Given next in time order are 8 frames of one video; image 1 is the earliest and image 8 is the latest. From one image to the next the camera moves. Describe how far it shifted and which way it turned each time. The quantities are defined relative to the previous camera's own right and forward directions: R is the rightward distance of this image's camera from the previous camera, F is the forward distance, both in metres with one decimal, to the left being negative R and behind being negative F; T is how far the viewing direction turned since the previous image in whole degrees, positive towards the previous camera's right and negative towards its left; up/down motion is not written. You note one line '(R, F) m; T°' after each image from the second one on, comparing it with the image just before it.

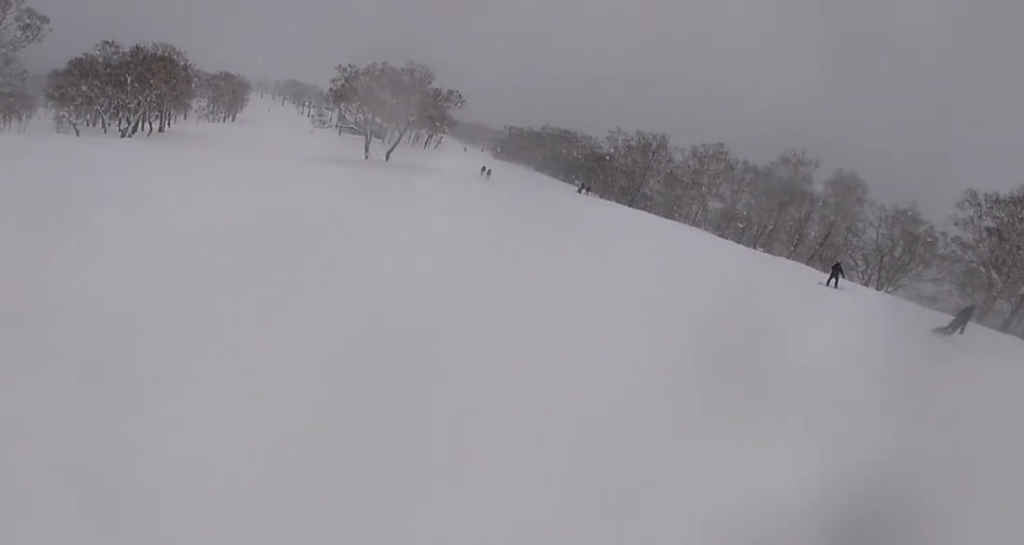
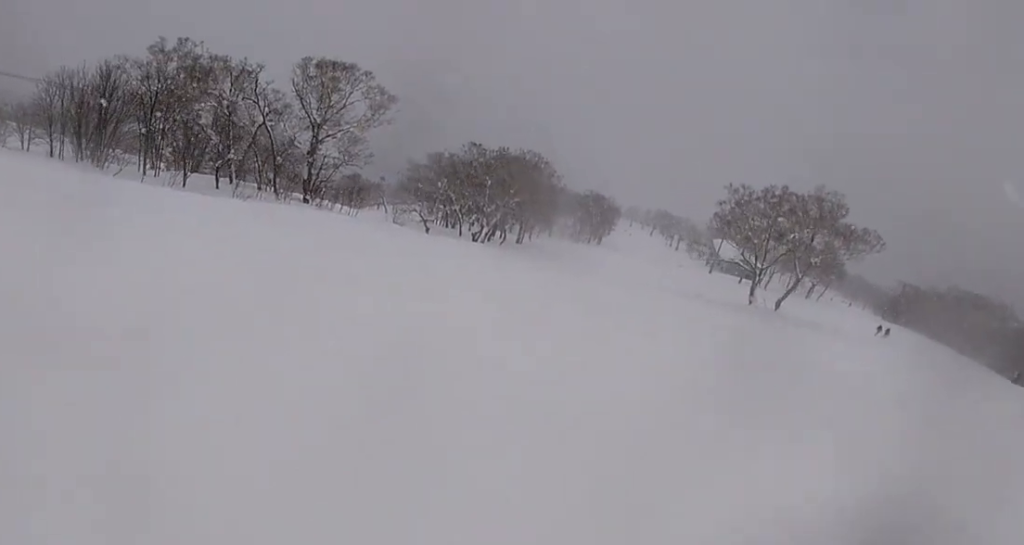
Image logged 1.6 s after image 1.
(-4.5, +13.3) m; -31°
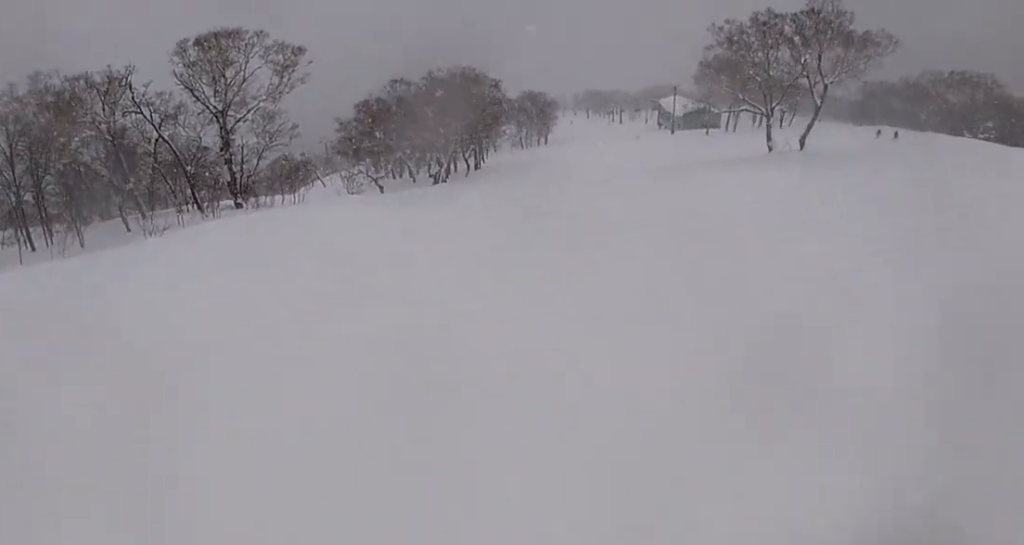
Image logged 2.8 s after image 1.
(-0.6, +10.5) m; +1°
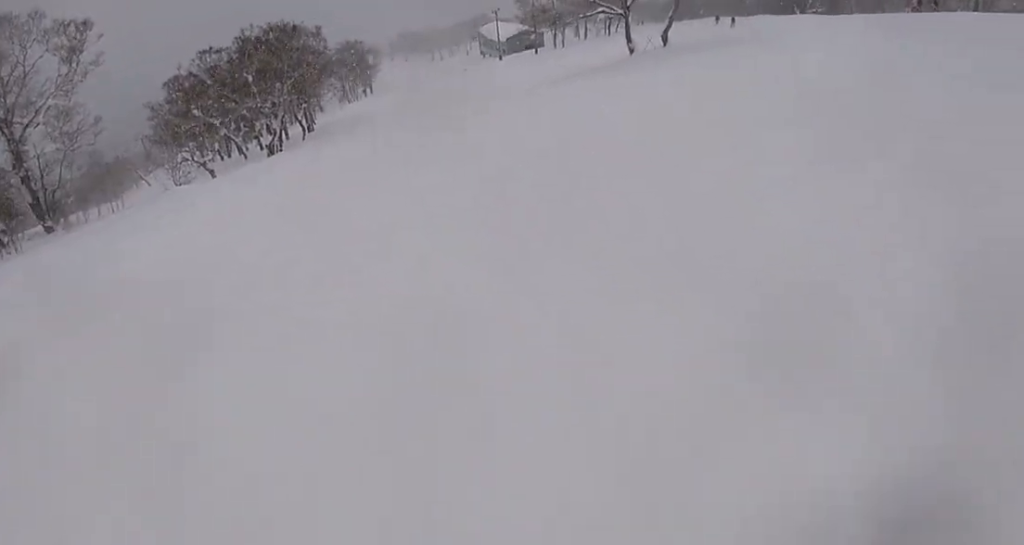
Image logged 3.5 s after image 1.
(-0.3, +6.5) m; +8°
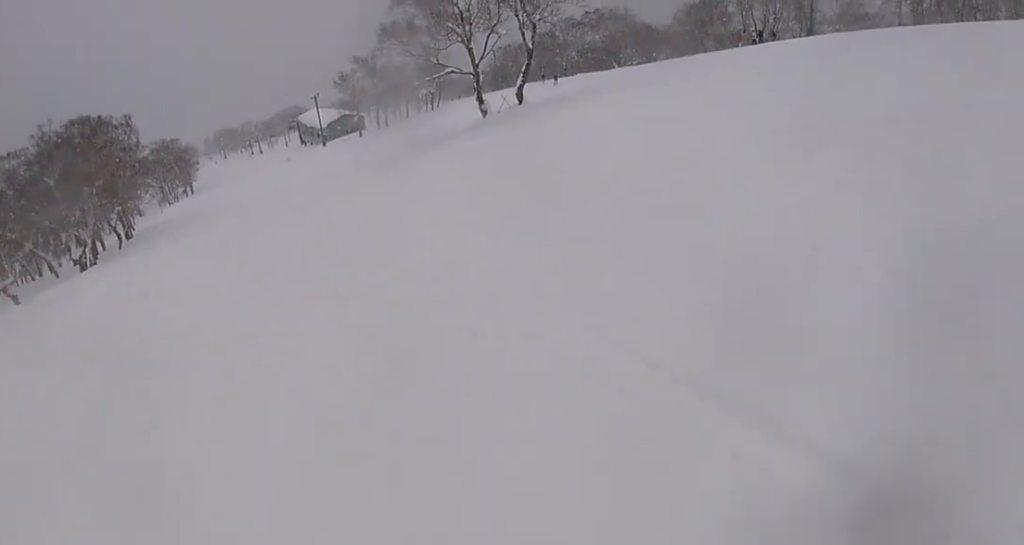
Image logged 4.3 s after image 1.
(+1.4, +7.7) m; +19°
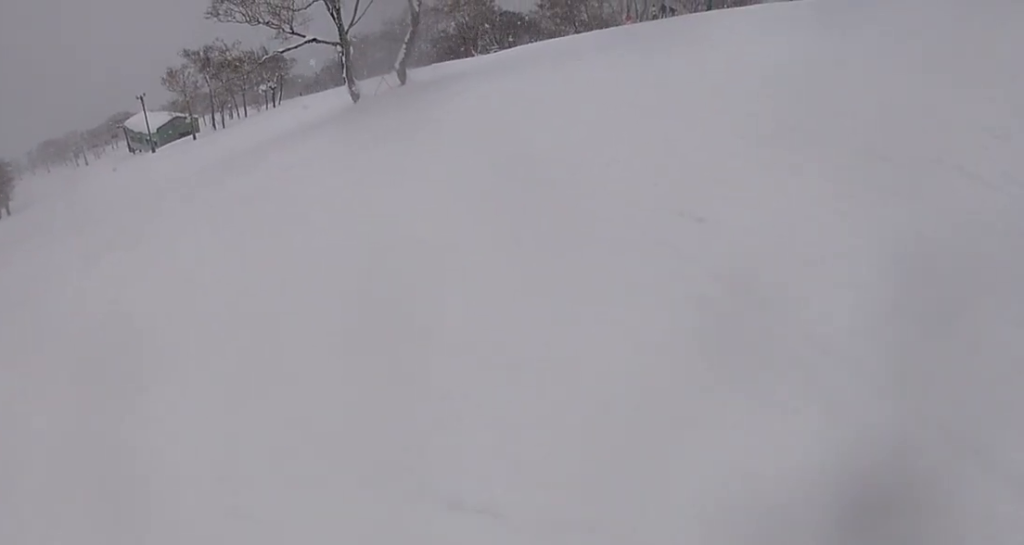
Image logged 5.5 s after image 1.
(+2.5, +10.6) m; +22°
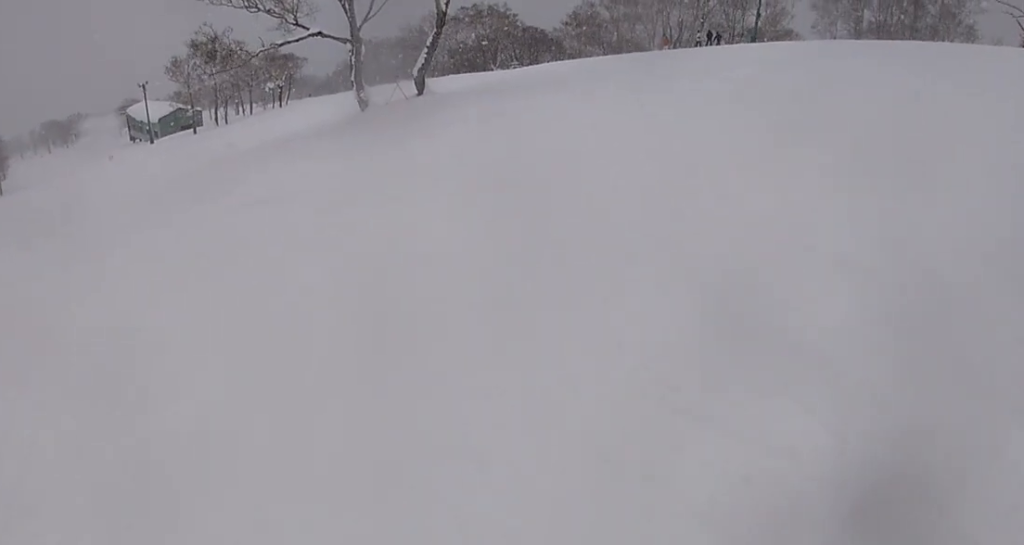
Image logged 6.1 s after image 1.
(+0.4, +5.6) m; -5°
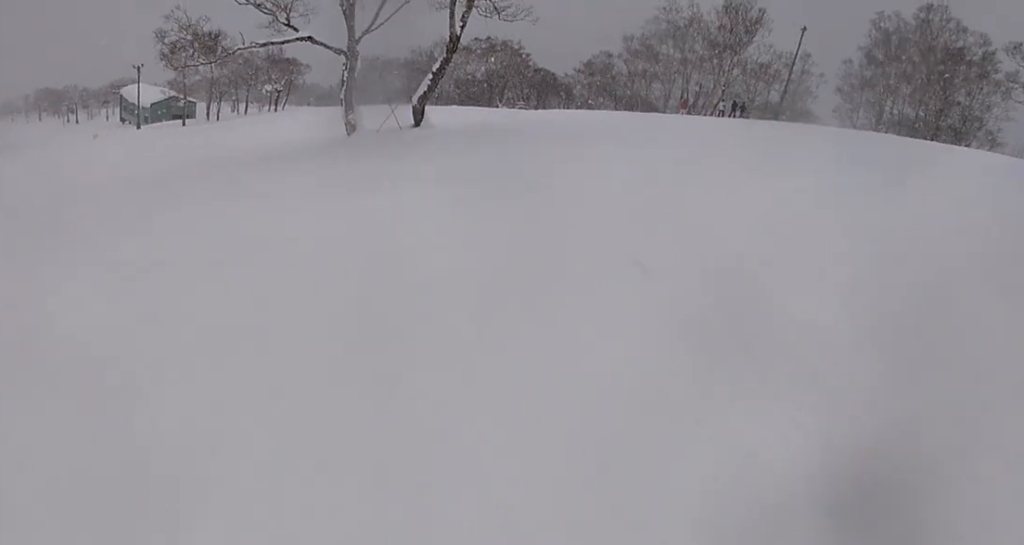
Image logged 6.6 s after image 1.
(+0.2, +4.9) m; -6°
